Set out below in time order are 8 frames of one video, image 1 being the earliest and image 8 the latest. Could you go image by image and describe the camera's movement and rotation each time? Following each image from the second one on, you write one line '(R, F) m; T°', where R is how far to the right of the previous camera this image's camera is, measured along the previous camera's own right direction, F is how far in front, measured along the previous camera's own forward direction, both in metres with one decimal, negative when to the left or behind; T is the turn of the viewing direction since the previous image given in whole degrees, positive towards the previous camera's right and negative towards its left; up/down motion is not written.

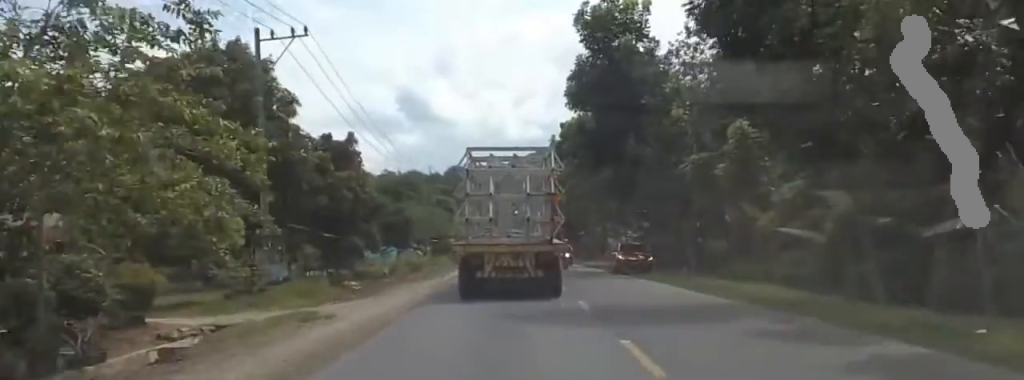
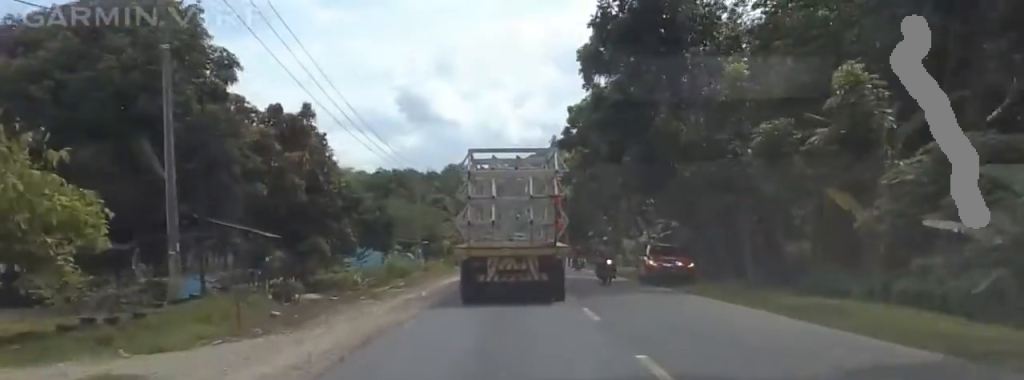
(+0.1, +8.6) m; -1°
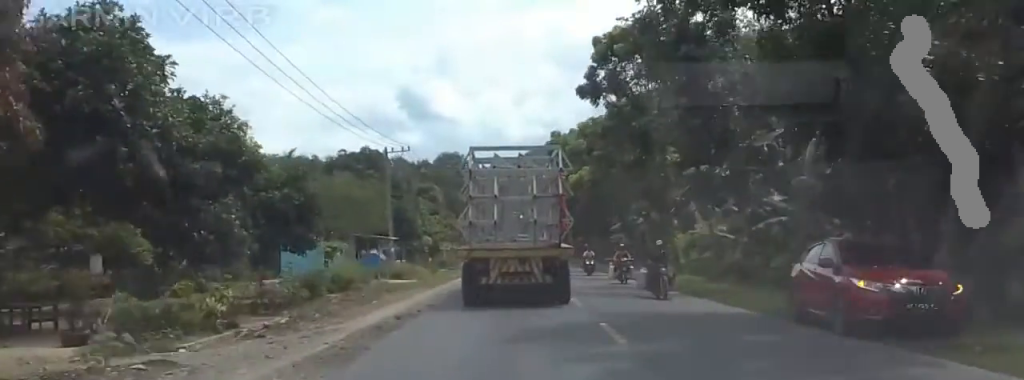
(-2.2, +17.8) m; -12°
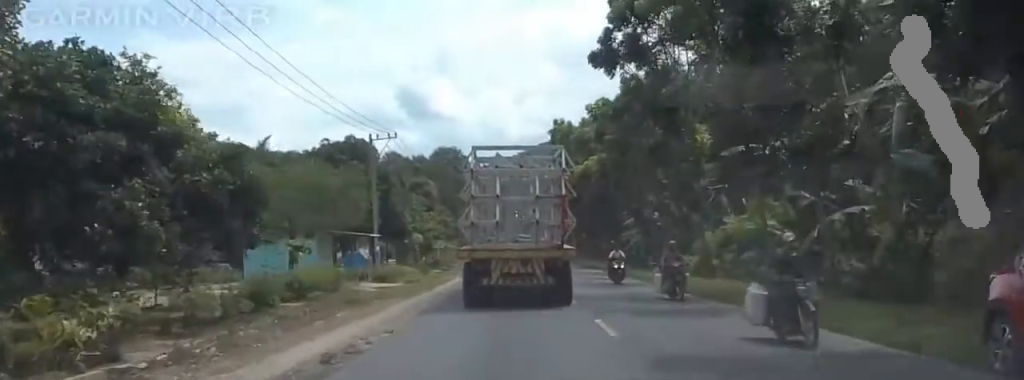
(-1.0, +6.1) m; -1°
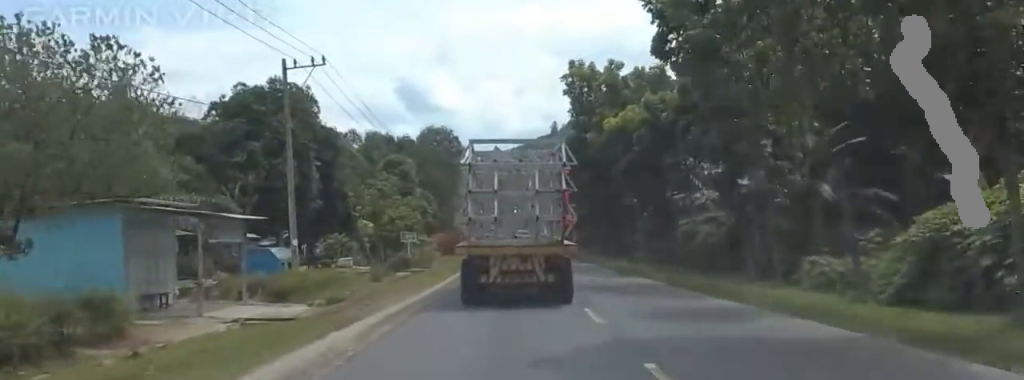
(+1.1, +19.6) m; 0°
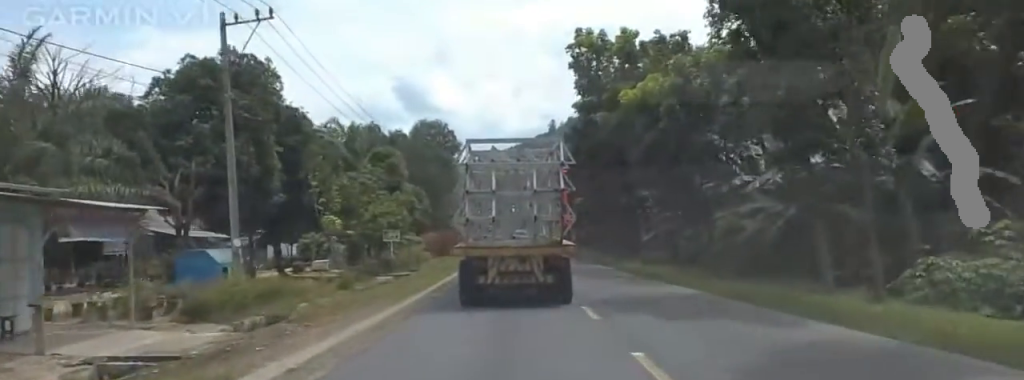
(-0.5, +6.8) m; -3°
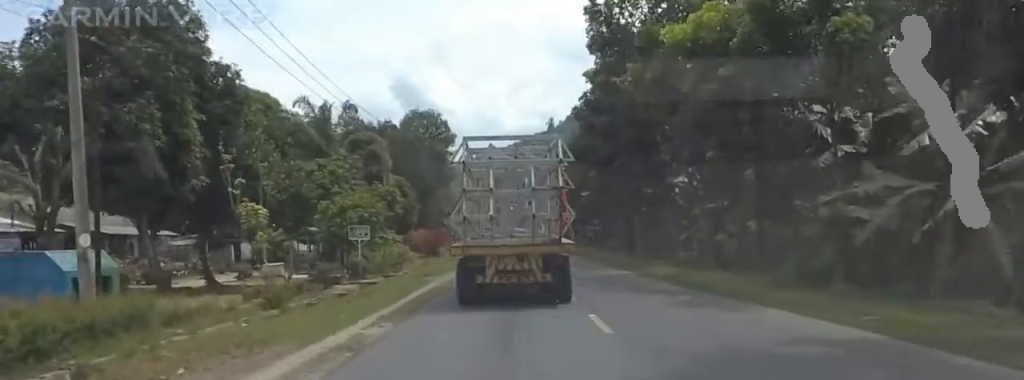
(-0.1, +9.3) m; -4°
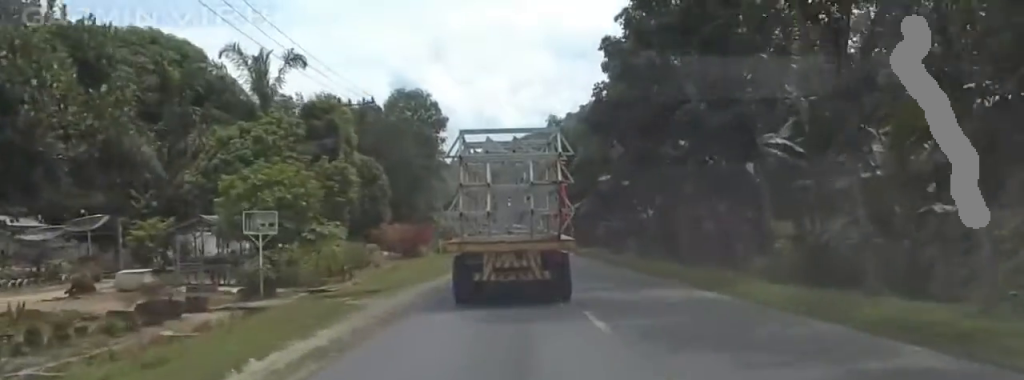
(-1.0, +14.2) m; -7°
